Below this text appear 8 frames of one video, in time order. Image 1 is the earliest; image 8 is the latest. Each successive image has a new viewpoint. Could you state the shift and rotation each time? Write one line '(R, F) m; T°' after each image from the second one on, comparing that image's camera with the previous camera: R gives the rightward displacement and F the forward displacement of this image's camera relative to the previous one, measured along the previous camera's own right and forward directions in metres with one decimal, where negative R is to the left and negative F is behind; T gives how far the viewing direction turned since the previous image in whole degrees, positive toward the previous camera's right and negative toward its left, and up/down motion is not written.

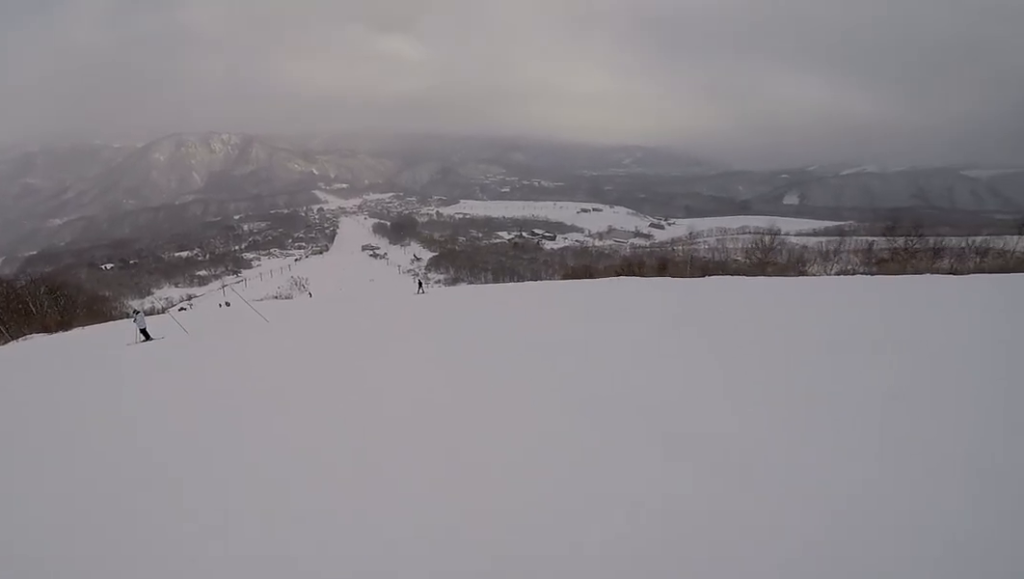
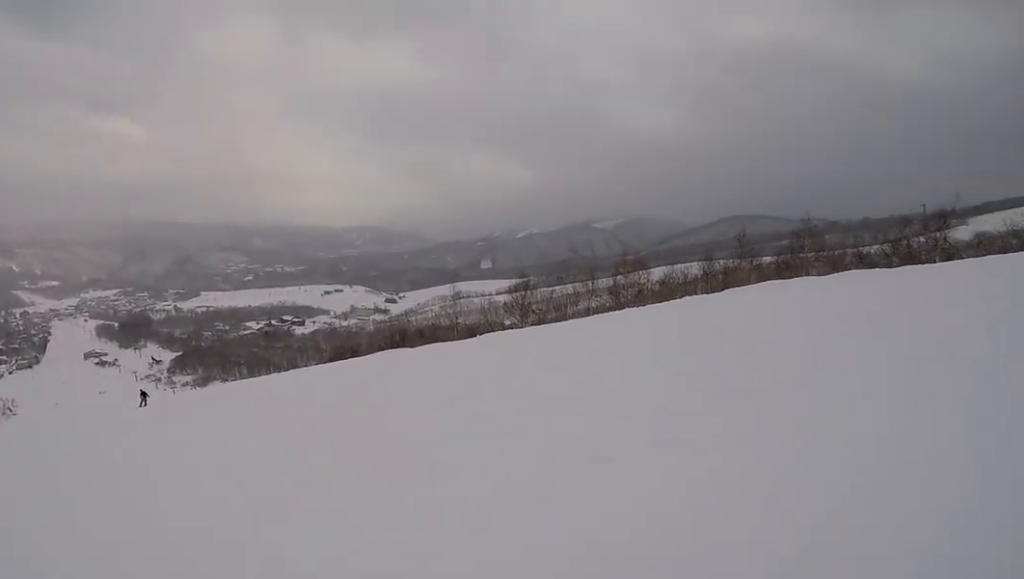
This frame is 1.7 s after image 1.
(+2.3, +7.2) m; +23°
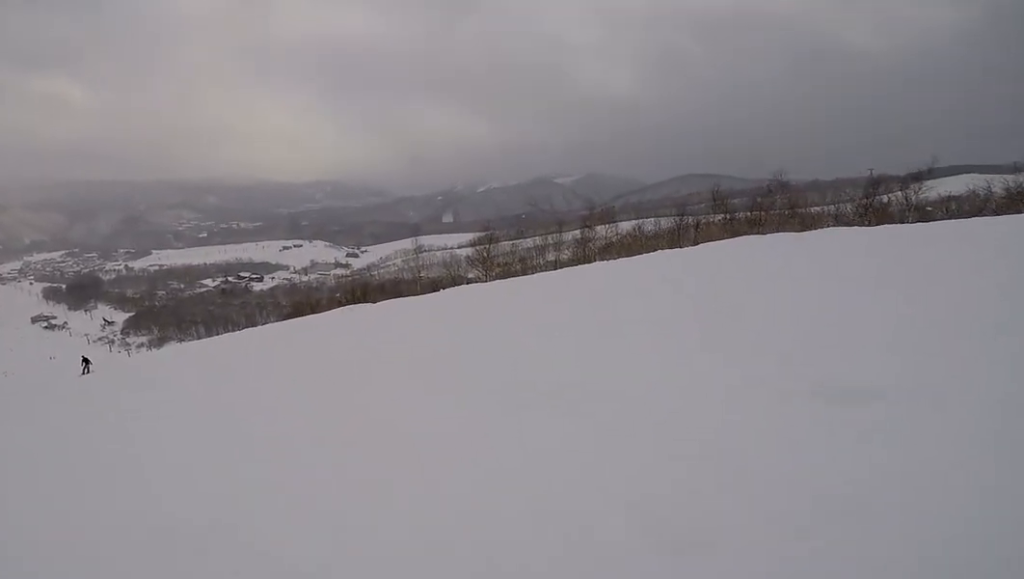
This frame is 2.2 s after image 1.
(+0.1, +2.1) m; 0°
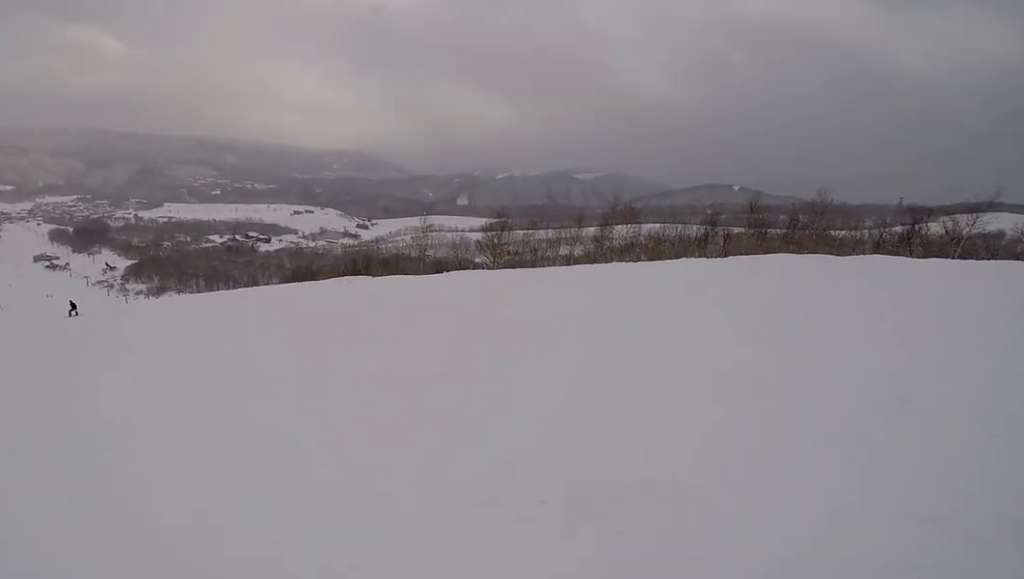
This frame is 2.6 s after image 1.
(0.0, +1.9) m; -4°
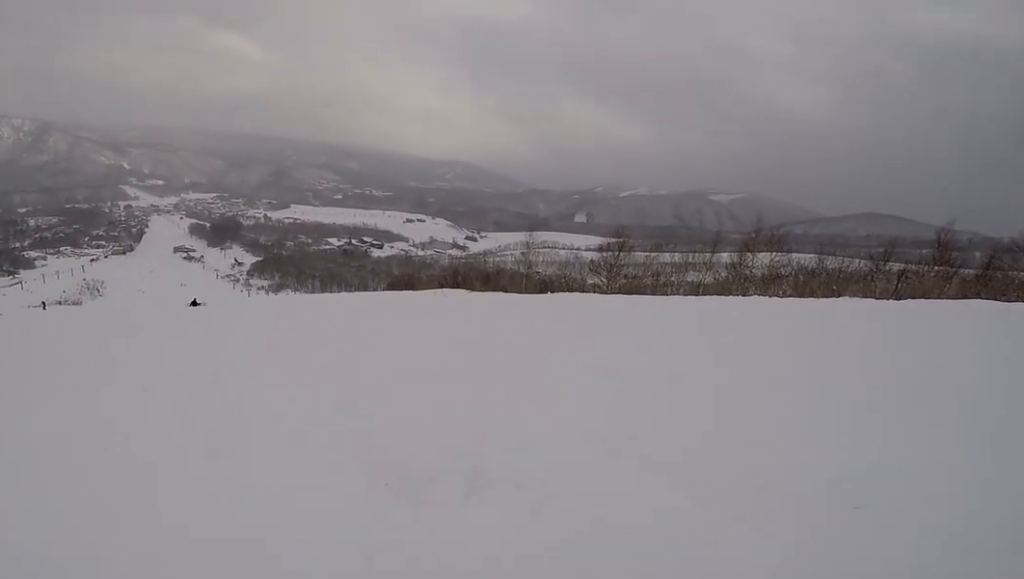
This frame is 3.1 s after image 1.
(+0.1, +2.3) m; -12°
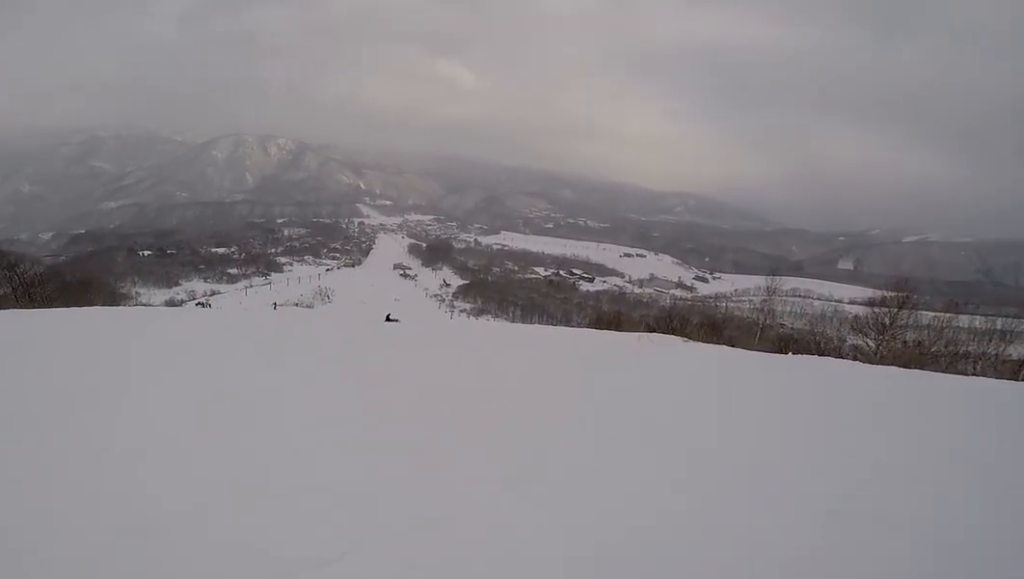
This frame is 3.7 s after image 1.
(-0.3, +2.2) m; -21°
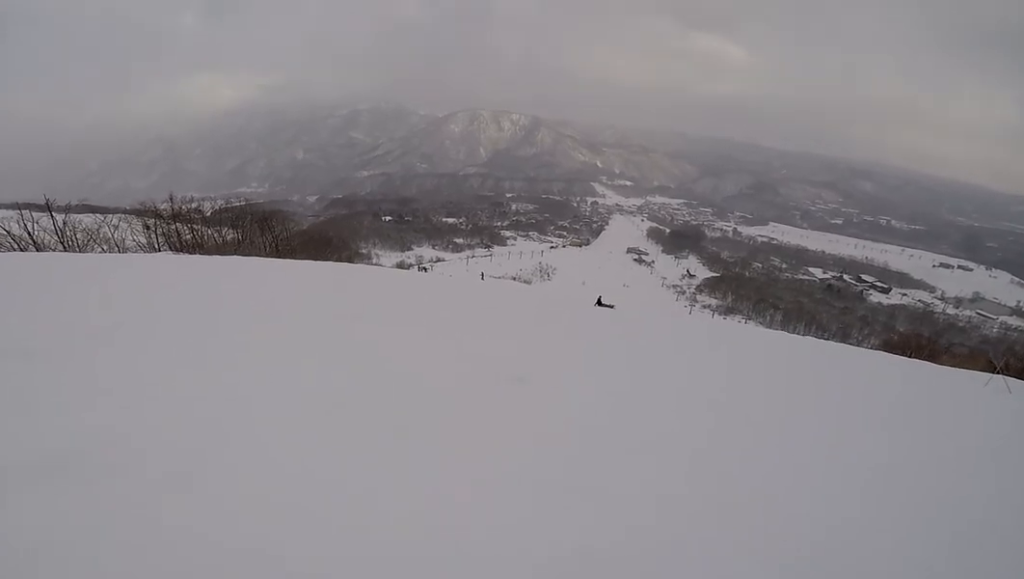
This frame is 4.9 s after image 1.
(-2.2, +4.1) m; -51°
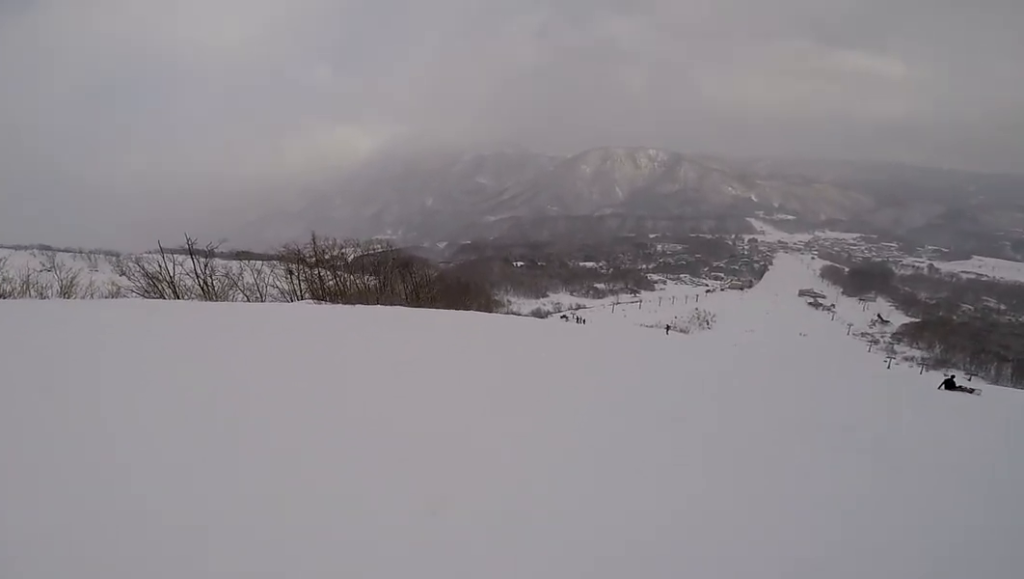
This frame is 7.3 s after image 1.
(-3.1, +9.5) m; -6°
